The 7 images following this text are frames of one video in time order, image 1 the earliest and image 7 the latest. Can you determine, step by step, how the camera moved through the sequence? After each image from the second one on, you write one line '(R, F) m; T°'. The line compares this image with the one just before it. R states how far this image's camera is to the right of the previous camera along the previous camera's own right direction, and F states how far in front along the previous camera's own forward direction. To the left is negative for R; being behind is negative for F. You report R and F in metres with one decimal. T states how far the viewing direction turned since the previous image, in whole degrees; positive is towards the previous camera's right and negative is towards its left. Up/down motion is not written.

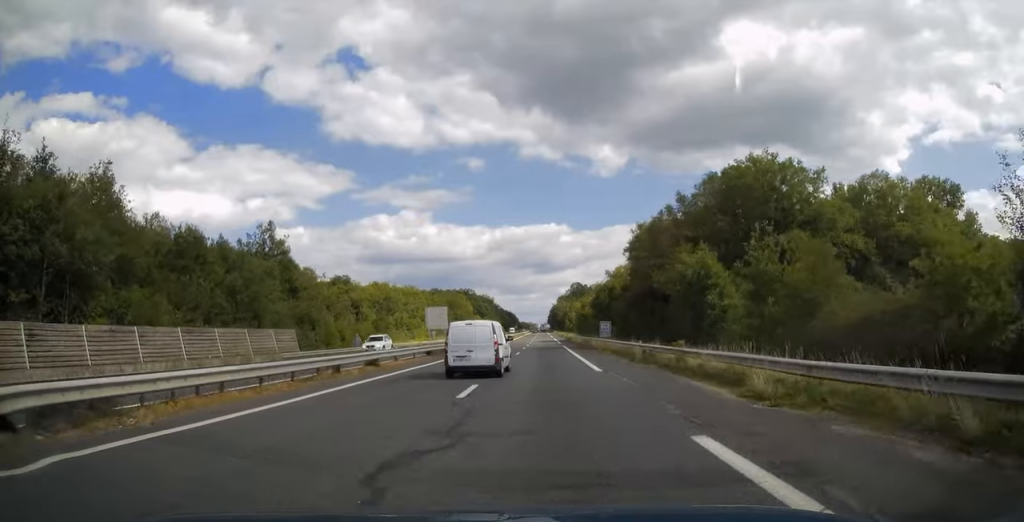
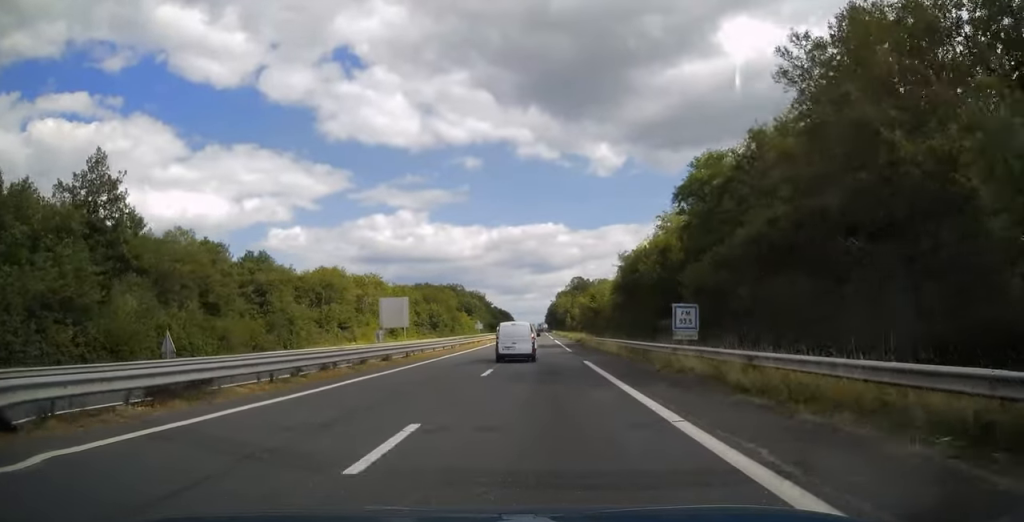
(0.0, +33.6) m; 0°
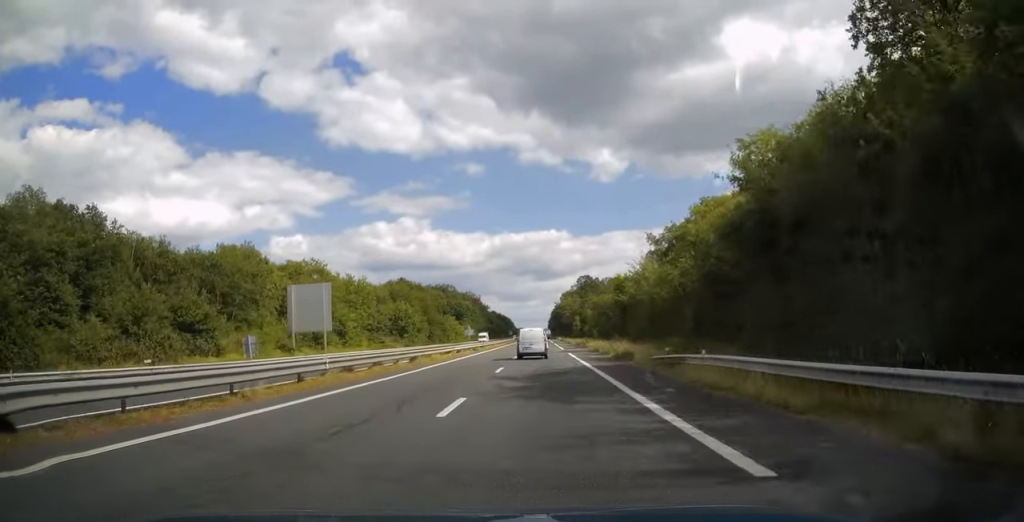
(+0.1, +34.4) m; 0°
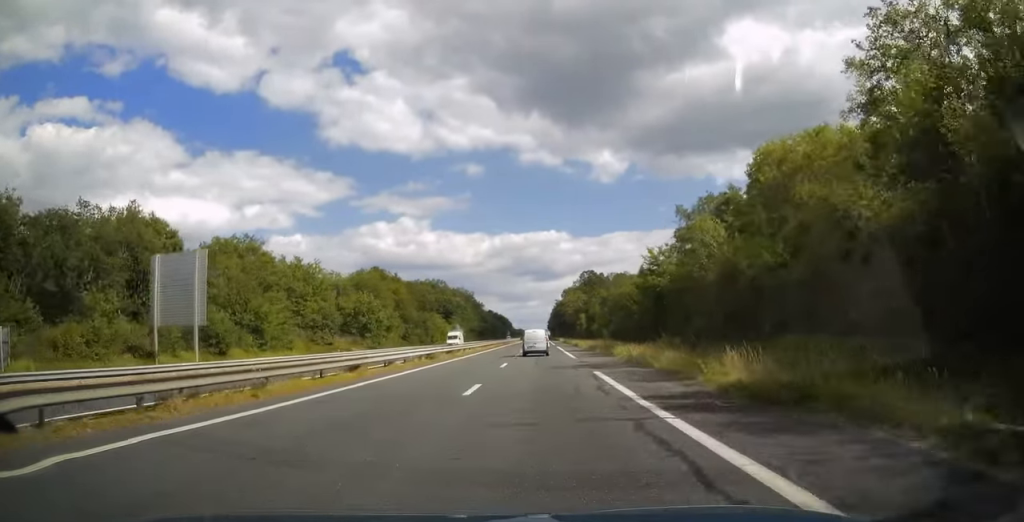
(-0.1, +22.1) m; 0°
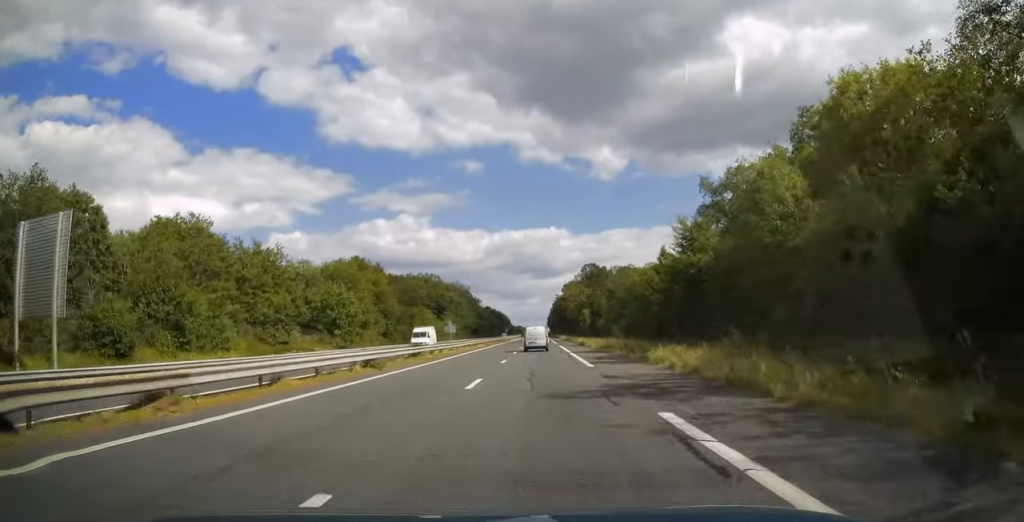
(0.0, +12.3) m; 0°
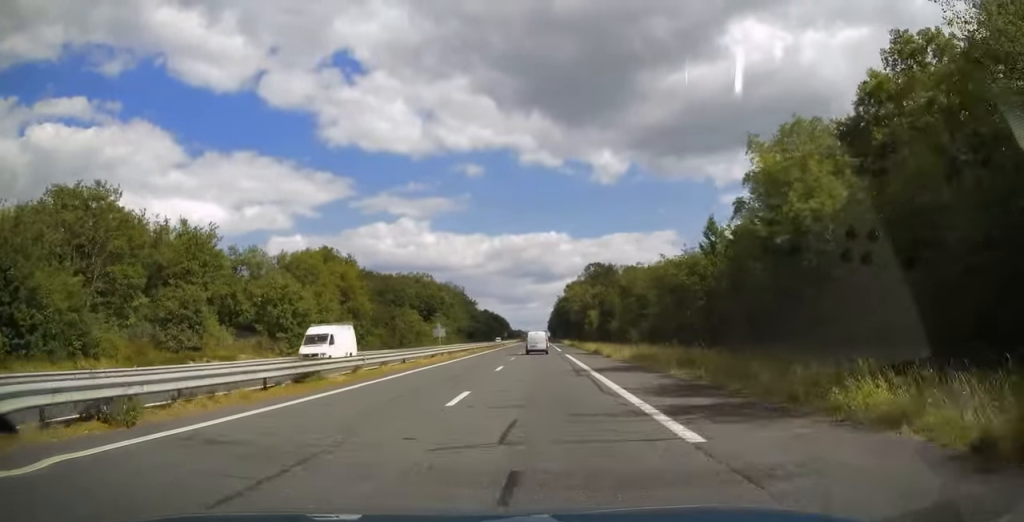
(0.0, +15.7) m; 0°
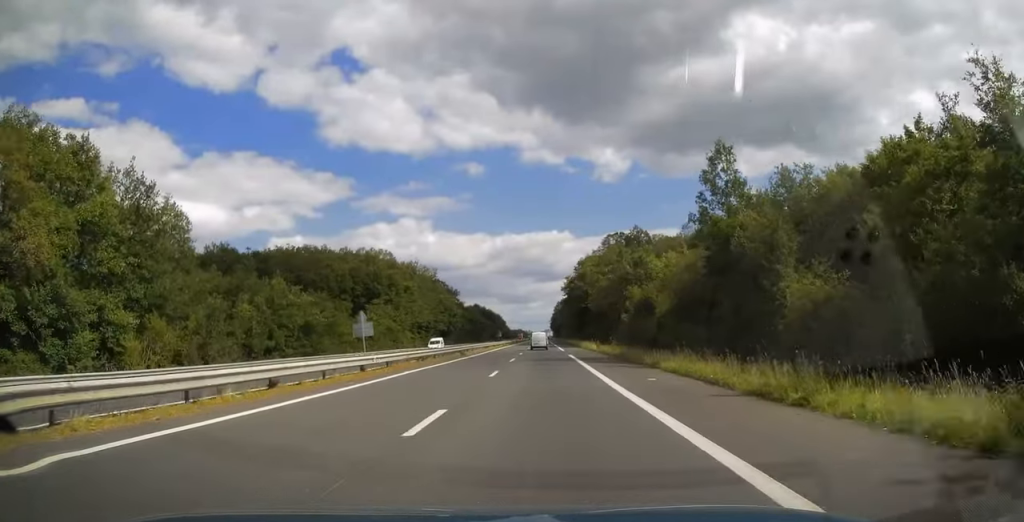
(+0.2, +55.9) m; 0°
